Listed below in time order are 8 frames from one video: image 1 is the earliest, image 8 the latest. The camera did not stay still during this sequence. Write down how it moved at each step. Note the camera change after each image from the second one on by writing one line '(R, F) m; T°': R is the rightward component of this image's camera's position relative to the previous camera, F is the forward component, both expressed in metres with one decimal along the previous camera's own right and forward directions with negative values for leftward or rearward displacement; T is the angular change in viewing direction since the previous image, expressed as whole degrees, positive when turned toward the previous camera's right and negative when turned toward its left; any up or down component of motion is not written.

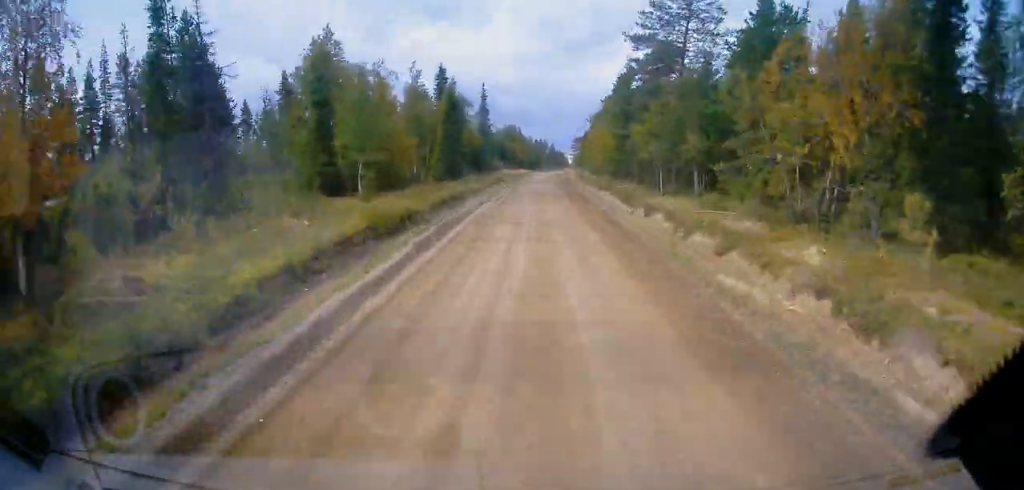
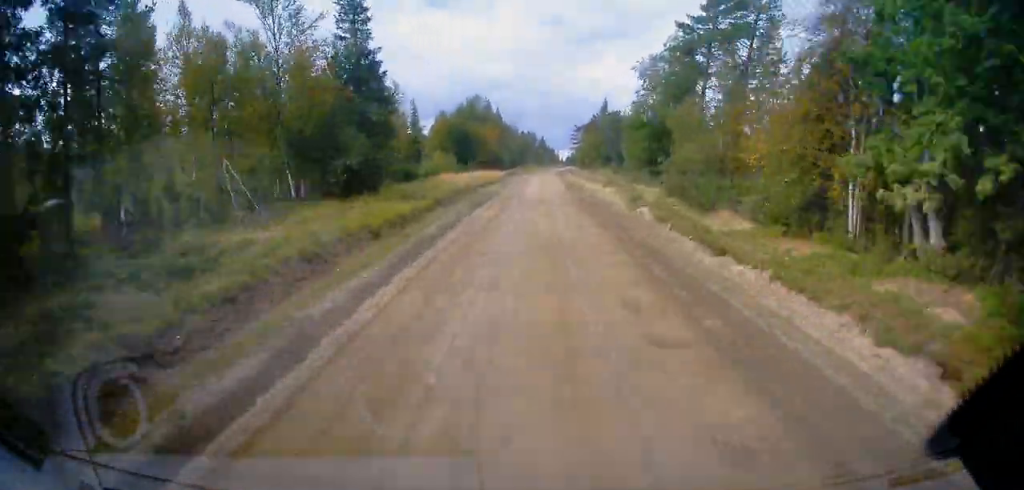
(+0.2, +57.9) m; +1°
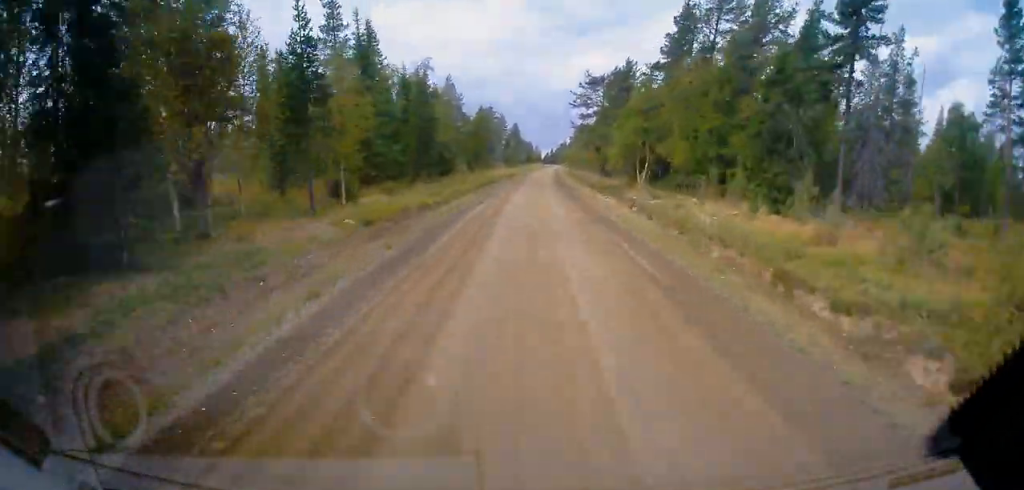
(+1.2, +95.5) m; +2°
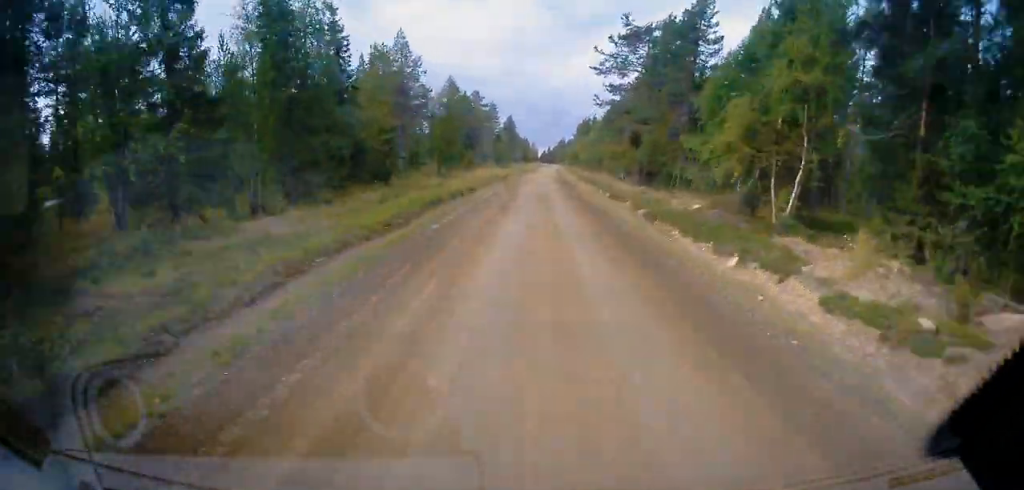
(+0.4, +27.9) m; +1°
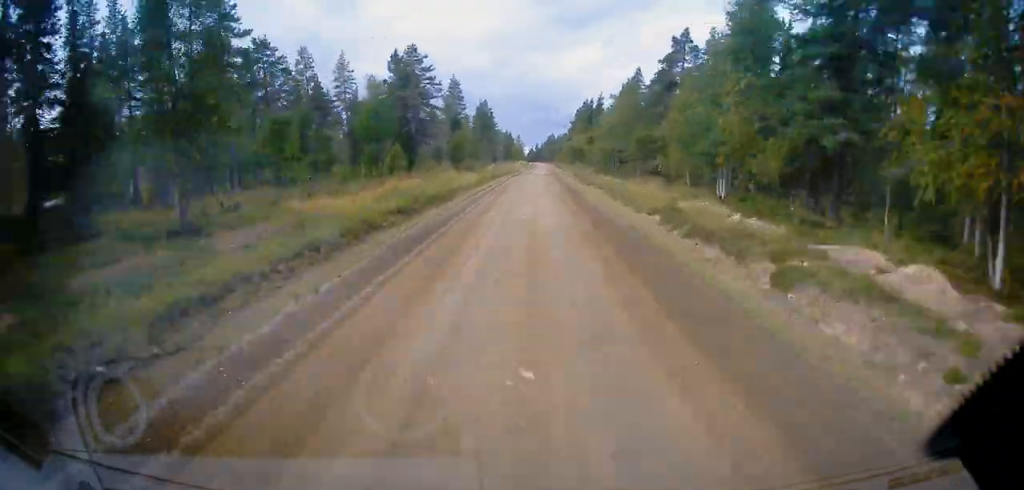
(+0.3, +44.1) m; +2°
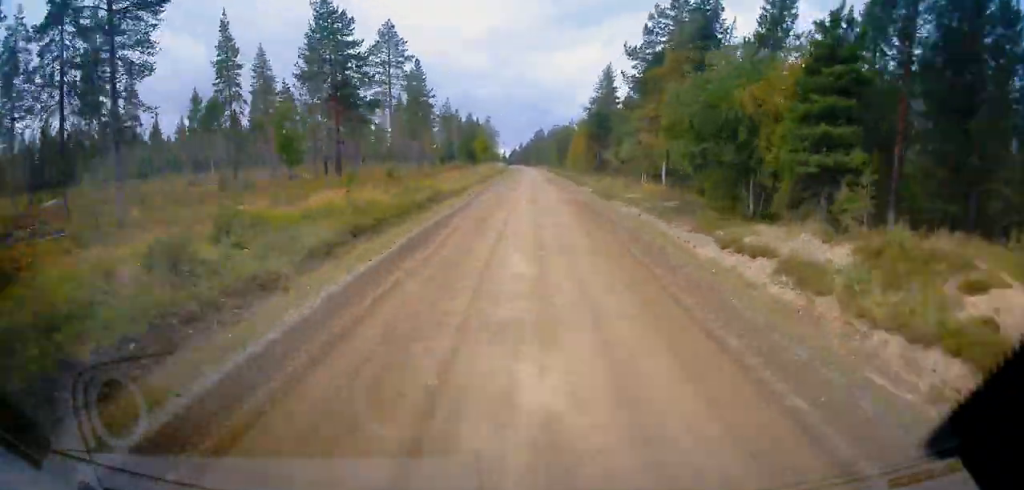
(+6.2, +84.2) m; 0°
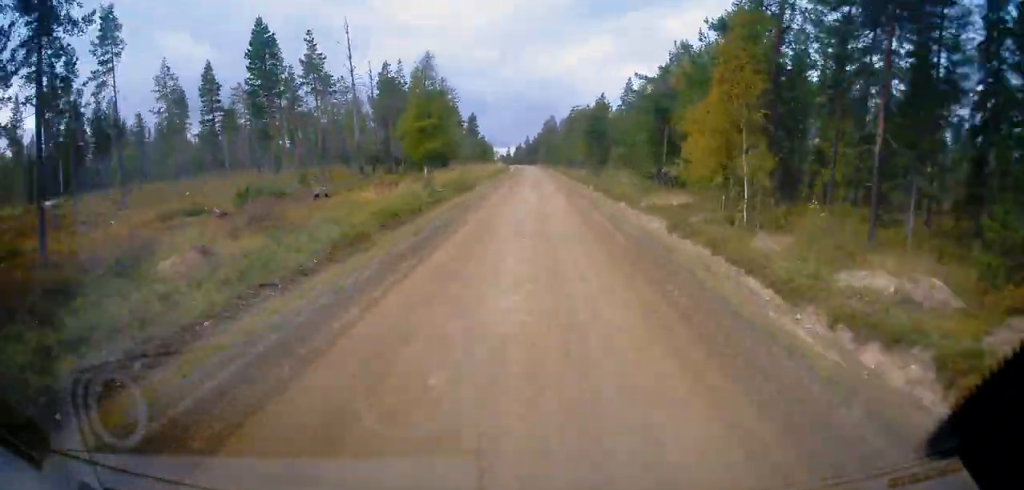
(-7.7, +60.6) m; -5°
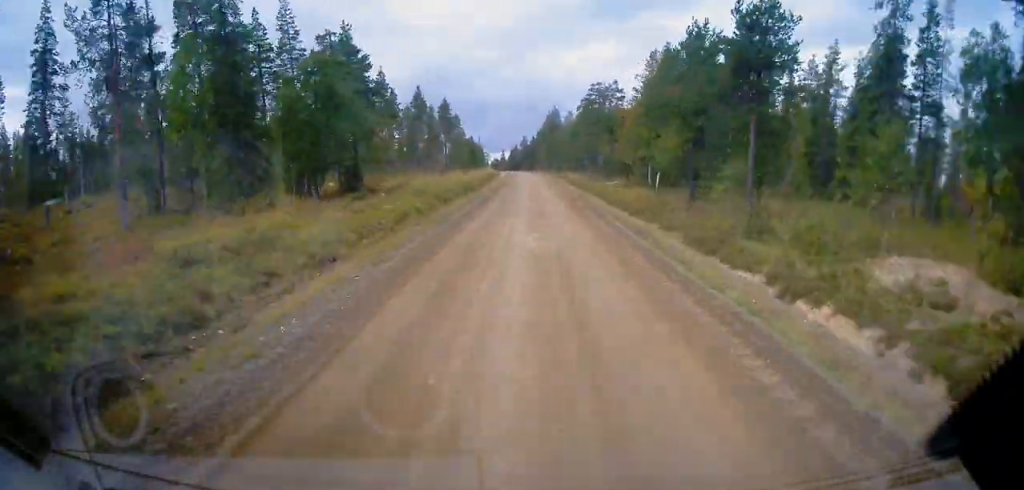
(+1.5, +43.6) m; +2°
